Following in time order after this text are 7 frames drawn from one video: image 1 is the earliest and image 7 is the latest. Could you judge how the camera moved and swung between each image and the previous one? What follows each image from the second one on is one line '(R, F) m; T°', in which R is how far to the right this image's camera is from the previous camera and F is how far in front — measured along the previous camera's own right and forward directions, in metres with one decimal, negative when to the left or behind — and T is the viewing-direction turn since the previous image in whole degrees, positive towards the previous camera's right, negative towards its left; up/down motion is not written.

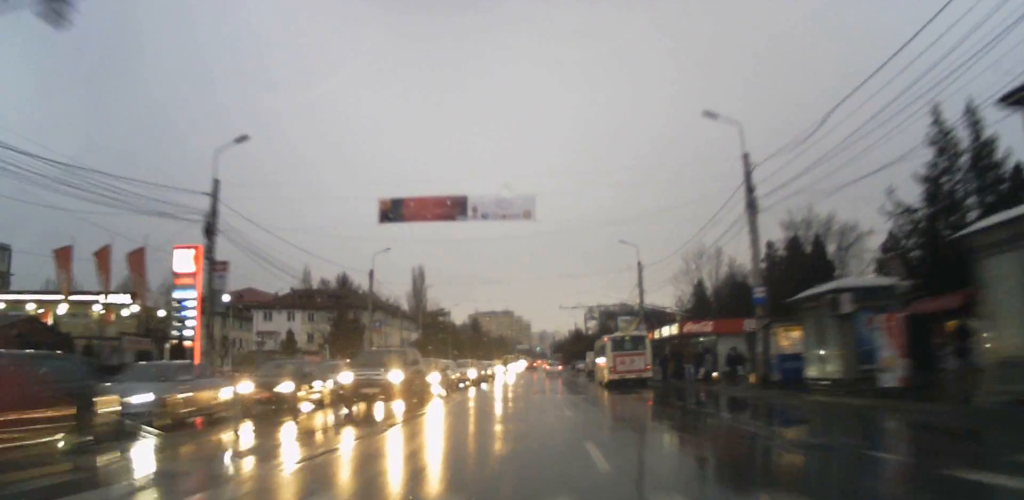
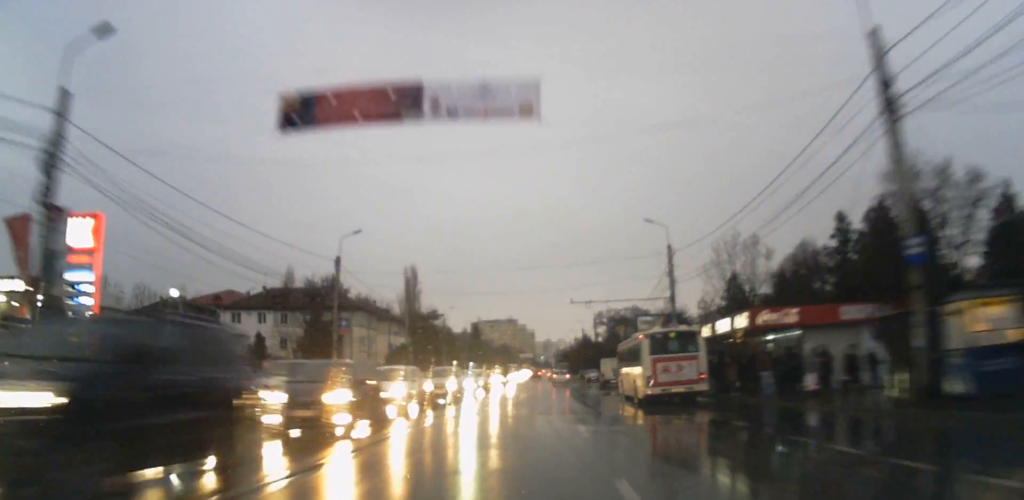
(0.0, +12.2) m; 0°
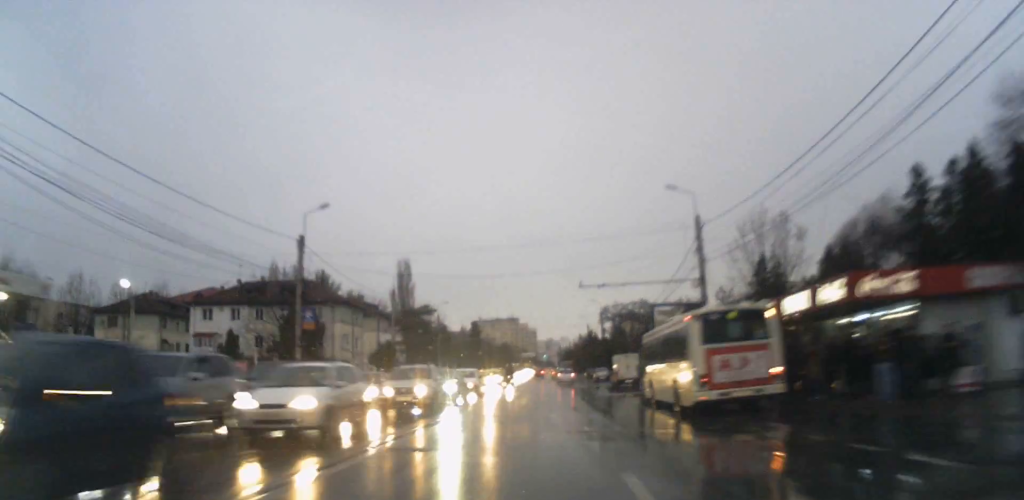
(0.0, +8.0) m; 0°
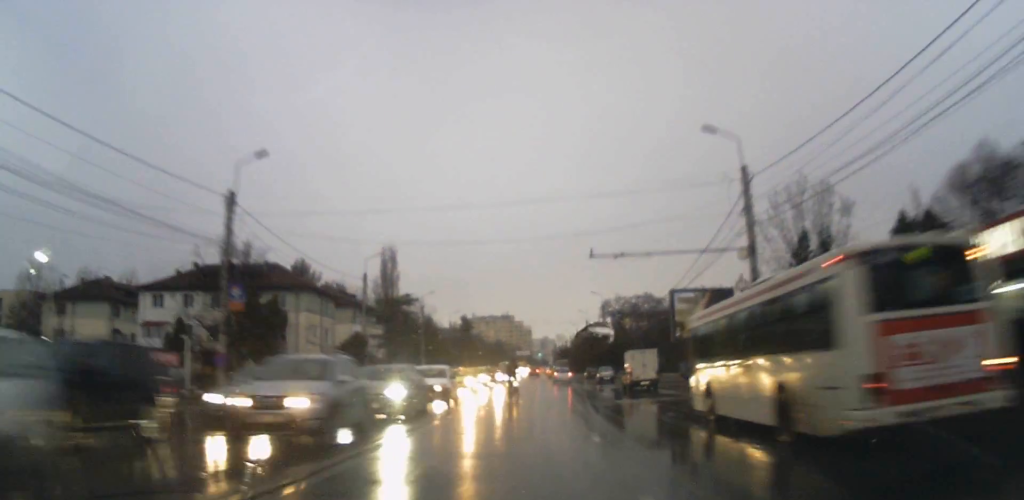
(0.0, +10.2) m; 0°
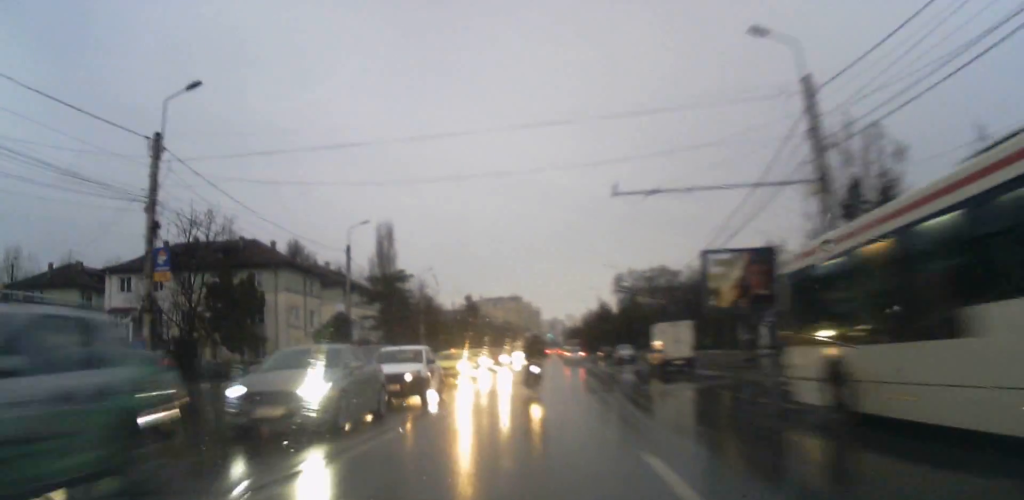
(0.0, +7.7) m; 0°
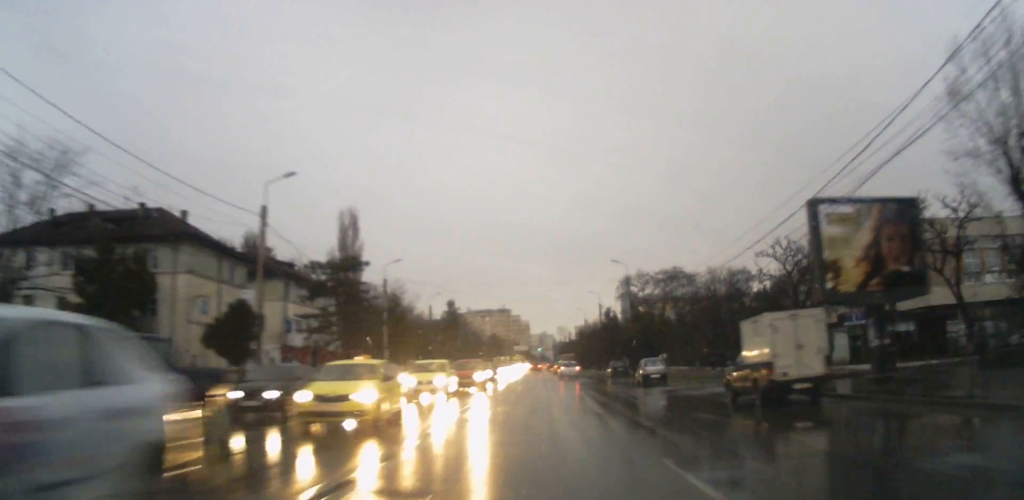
(-0.2, +18.8) m; -1°
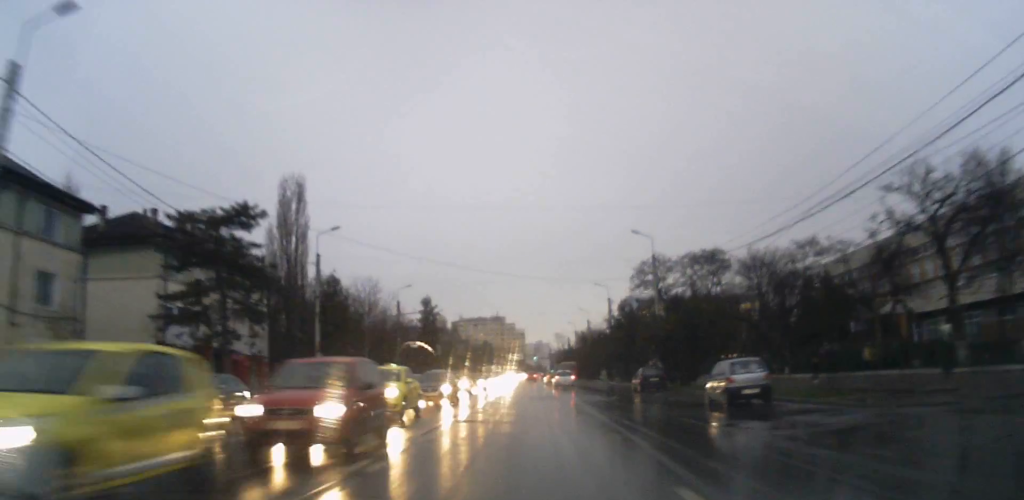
(-0.1, +21.1) m; 0°
